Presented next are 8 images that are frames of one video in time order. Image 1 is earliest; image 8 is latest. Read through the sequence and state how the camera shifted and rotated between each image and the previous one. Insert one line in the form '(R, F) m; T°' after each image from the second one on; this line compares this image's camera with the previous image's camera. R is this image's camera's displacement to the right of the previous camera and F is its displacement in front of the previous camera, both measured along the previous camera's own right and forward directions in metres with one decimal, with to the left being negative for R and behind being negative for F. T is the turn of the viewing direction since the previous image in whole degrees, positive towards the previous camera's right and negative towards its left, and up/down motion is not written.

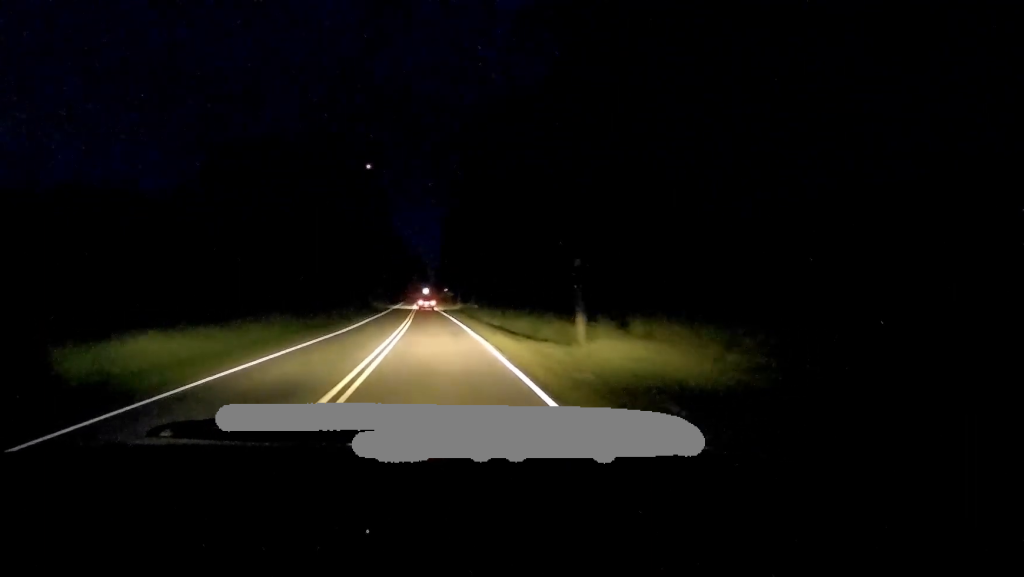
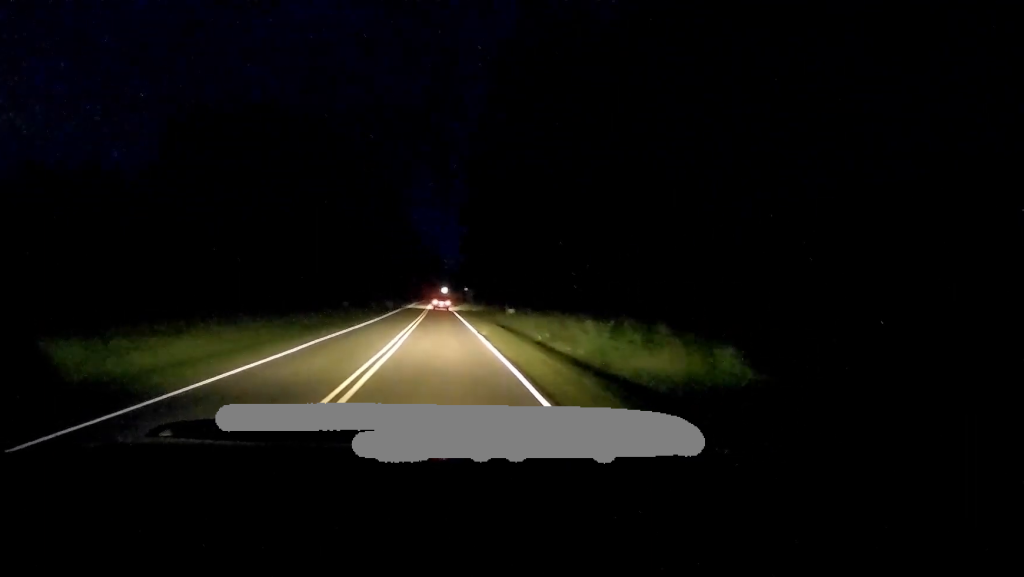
(-0.1, +22.4) m; 0°
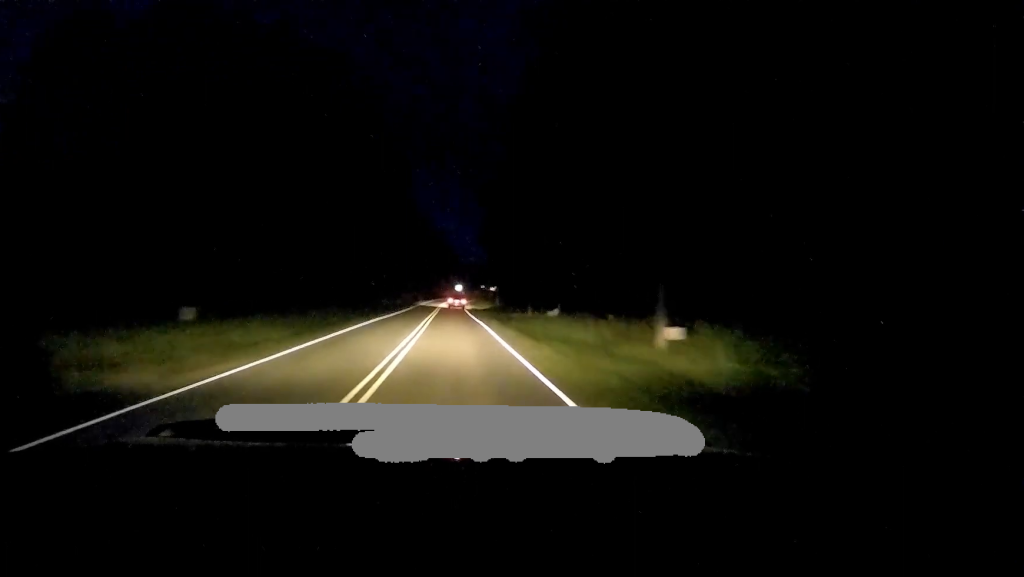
(-0.2, +37.3) m; -2°
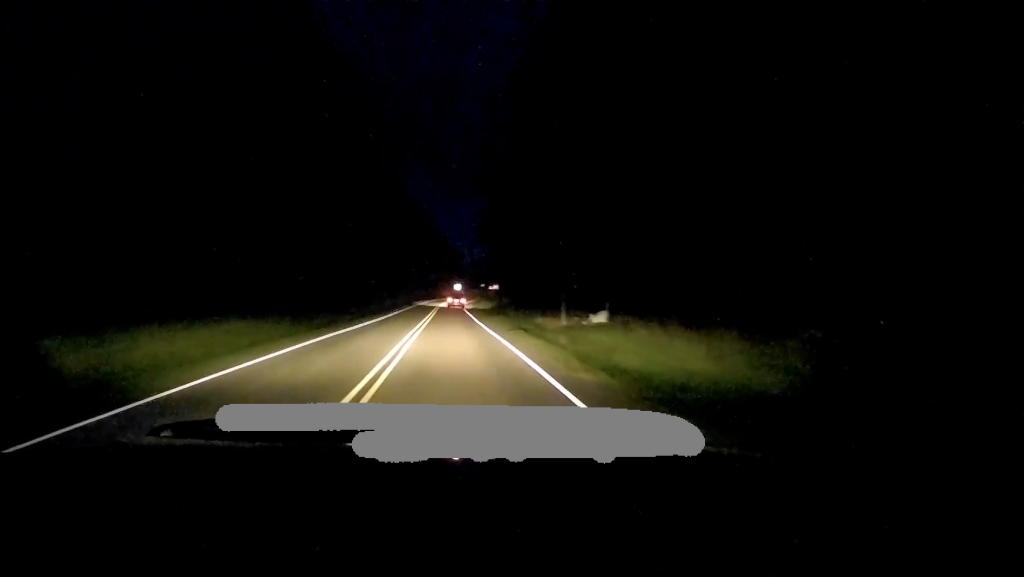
(-0.4, +15.7) m; -1°
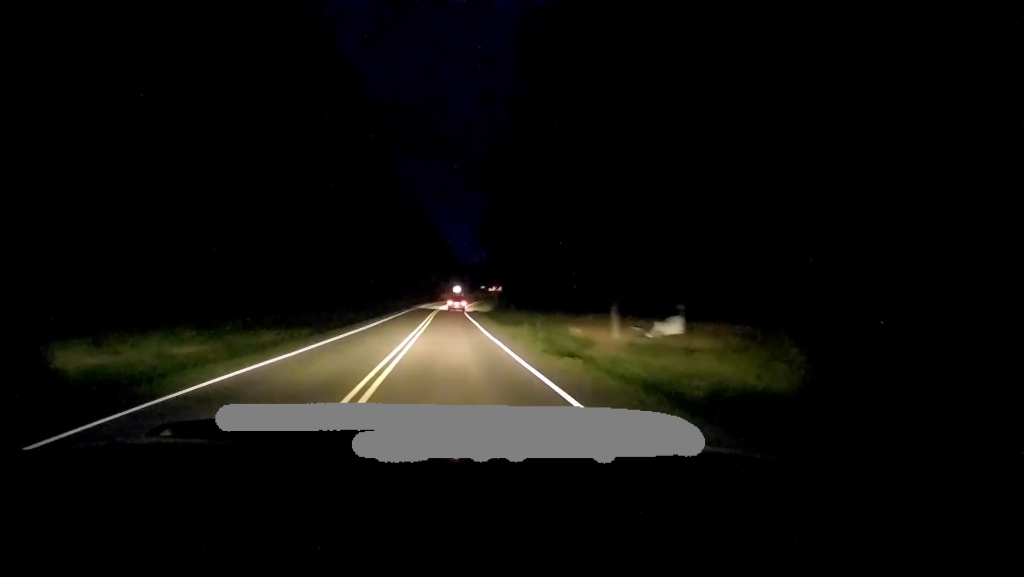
(-0.1, +11.3) m; 0°
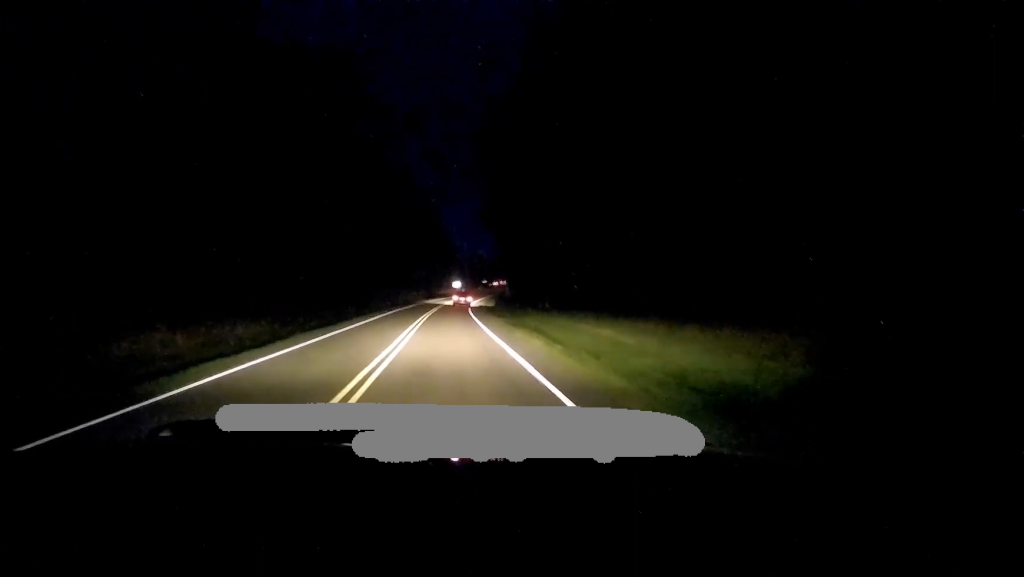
(0.0, +24.4) m; 0°
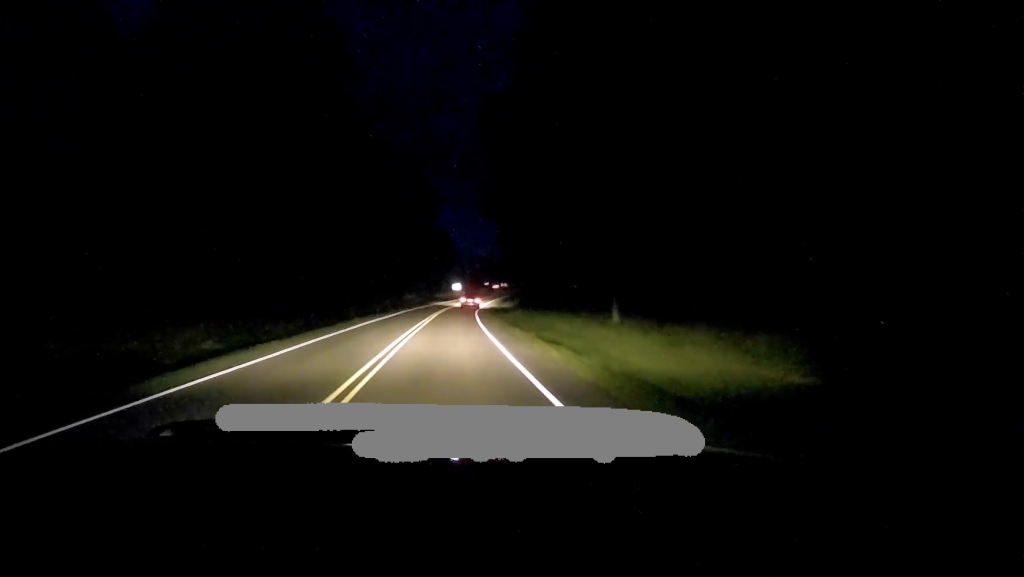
(0.0, +18.9) m; 0°
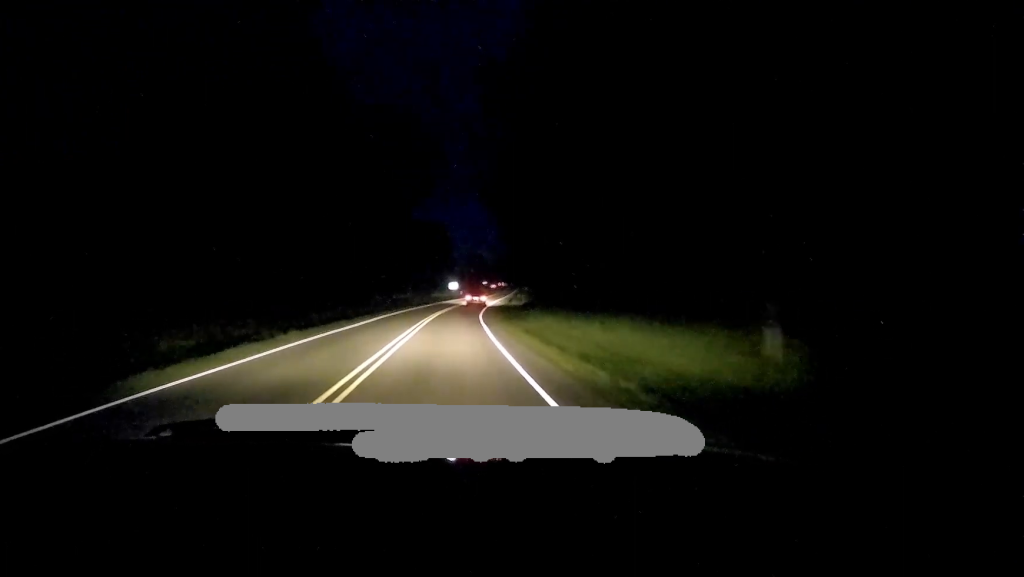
(0.0, +13.6) m; 0°
